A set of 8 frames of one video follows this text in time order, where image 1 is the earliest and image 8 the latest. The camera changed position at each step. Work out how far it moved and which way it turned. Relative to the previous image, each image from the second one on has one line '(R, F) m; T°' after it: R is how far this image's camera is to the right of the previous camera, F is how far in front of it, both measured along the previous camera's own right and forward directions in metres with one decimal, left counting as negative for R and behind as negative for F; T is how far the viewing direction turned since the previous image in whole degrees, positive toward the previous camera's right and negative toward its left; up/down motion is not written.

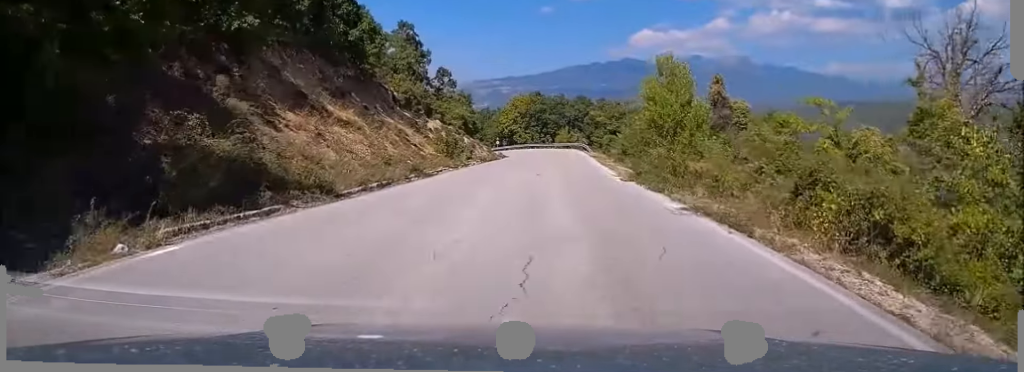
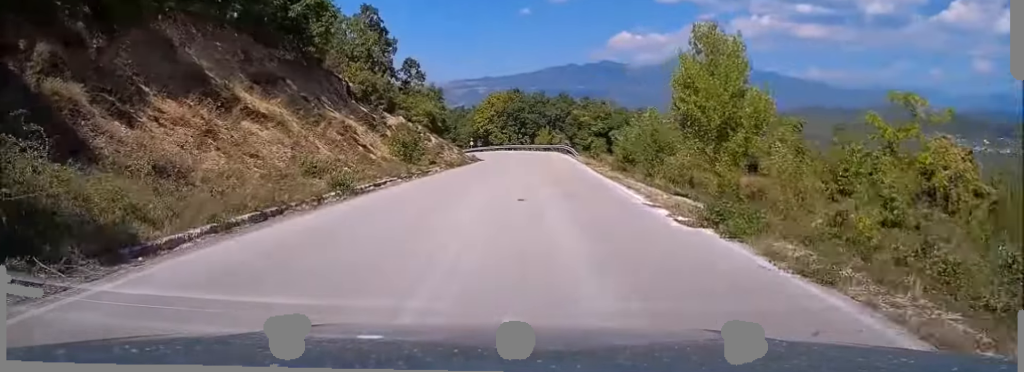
(0.0, +9.8) m; +2°
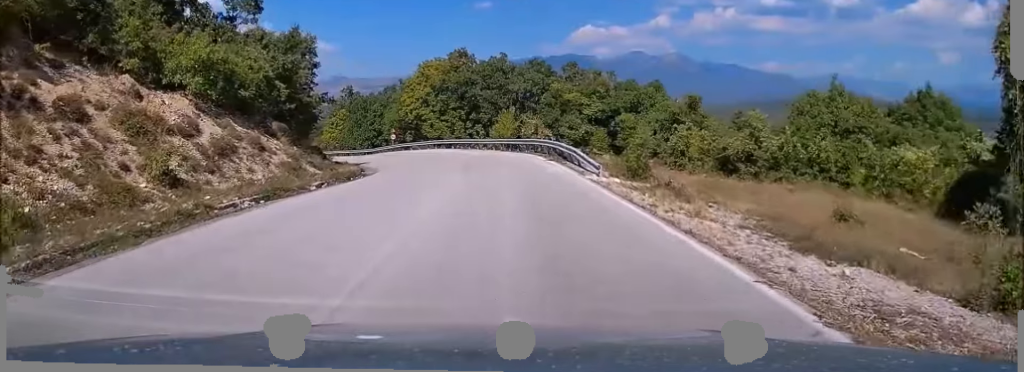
(+2.3, +40.3) m; +2°
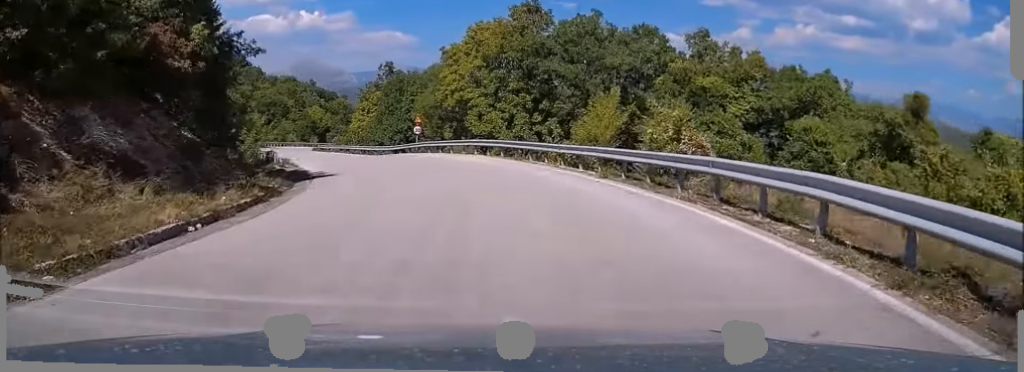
(-1.4, +24.5) m; -9°
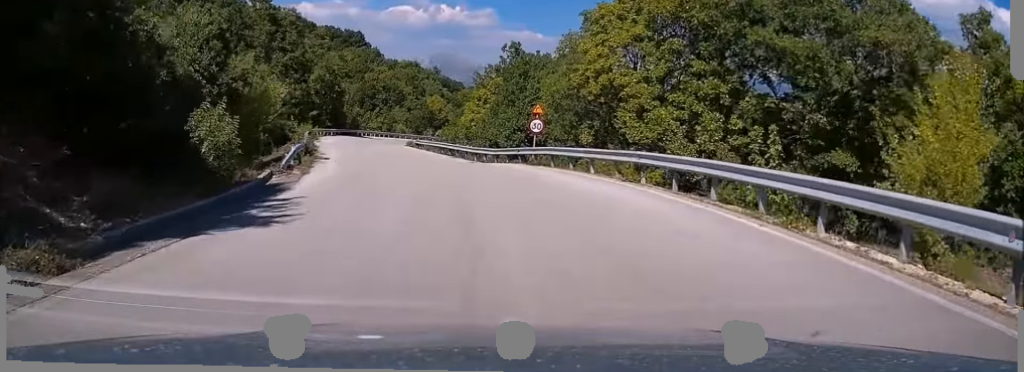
(-1.4, +17.5) m; -11°
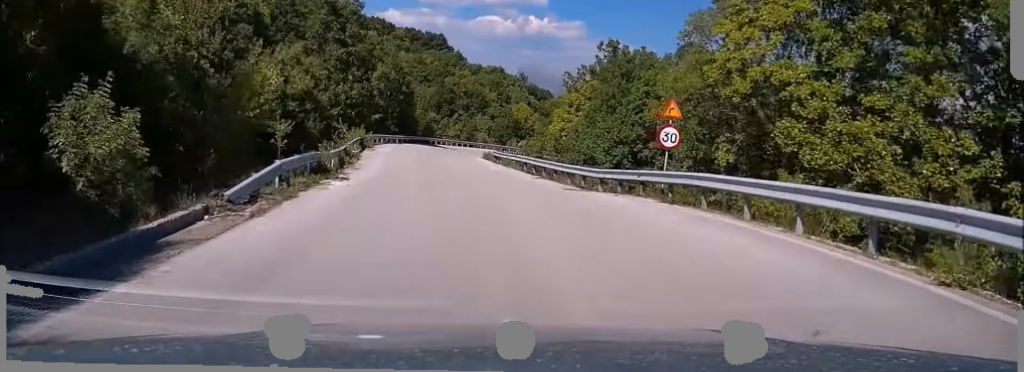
(-0.8, +9.7) m; -5°
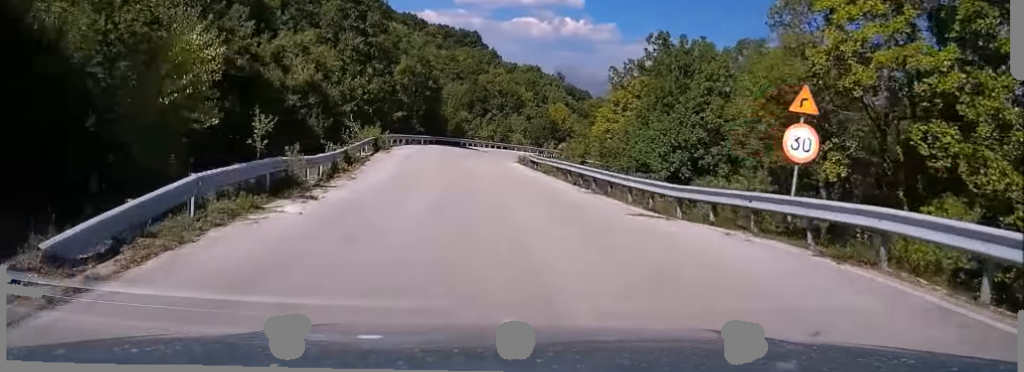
(-0.2, +6.4) m; -3°
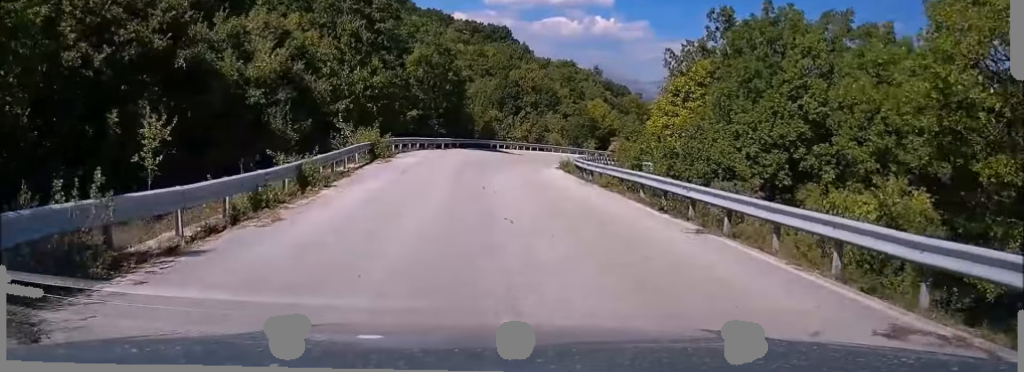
(-0.4, +9.0) m; -2°
